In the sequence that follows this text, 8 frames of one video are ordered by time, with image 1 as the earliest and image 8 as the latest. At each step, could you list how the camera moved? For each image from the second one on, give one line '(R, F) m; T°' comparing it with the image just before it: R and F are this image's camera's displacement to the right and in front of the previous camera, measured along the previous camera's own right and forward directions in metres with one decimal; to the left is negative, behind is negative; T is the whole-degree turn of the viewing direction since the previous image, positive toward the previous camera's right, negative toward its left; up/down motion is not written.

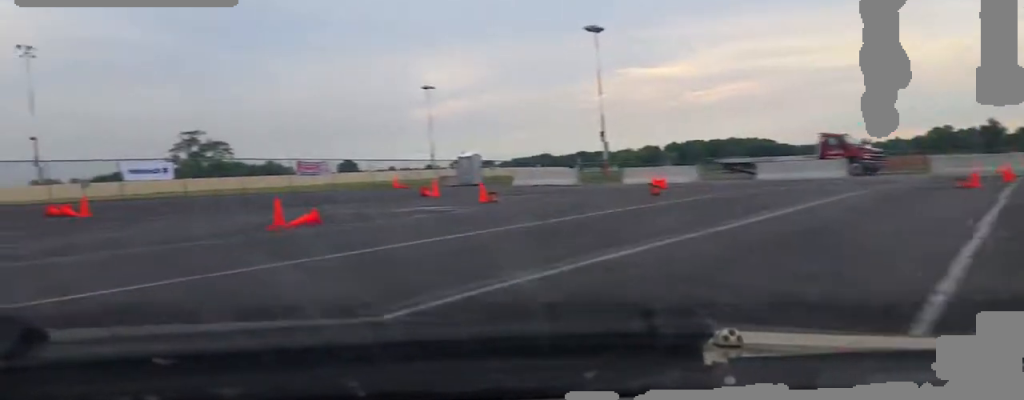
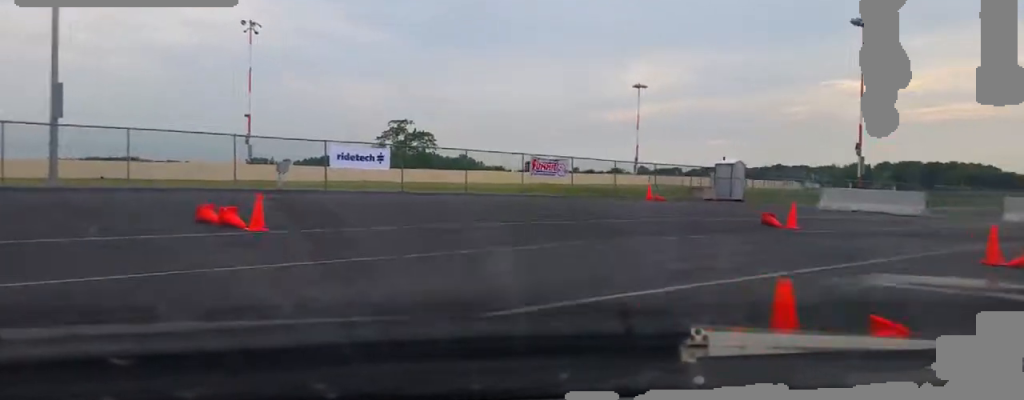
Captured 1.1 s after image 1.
(-2.9, +9.3) m; -25°
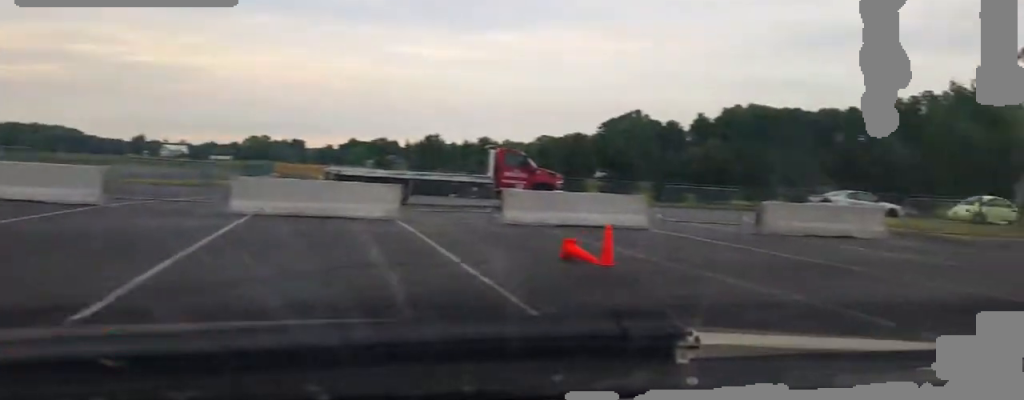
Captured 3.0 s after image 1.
(+2.6, +12.0) m; +60°
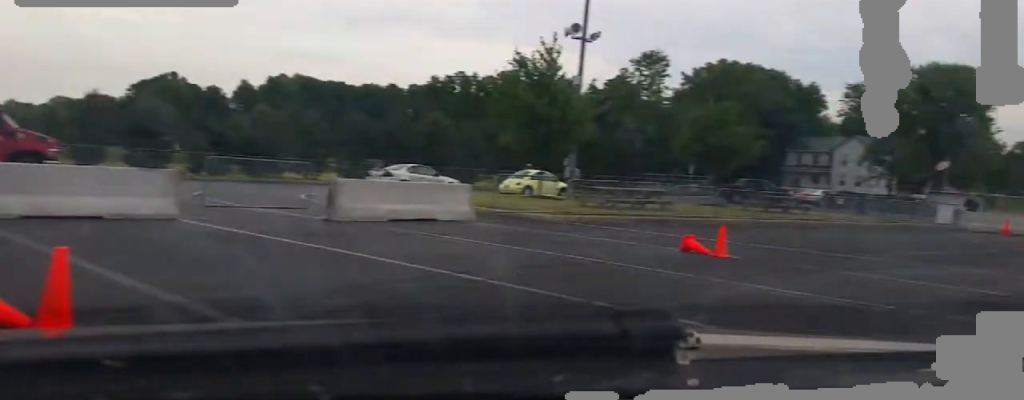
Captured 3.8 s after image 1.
(+2.0, +5.5) m; +38°
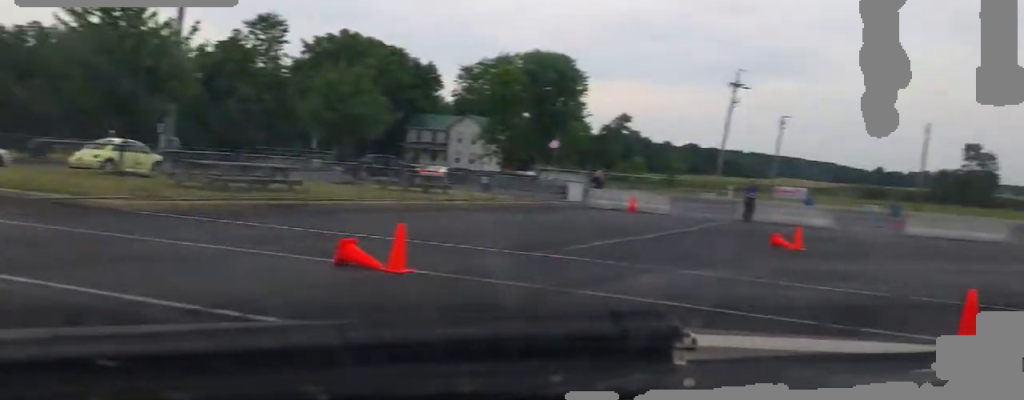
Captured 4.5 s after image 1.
(+1.1, +4.9) m; +24°
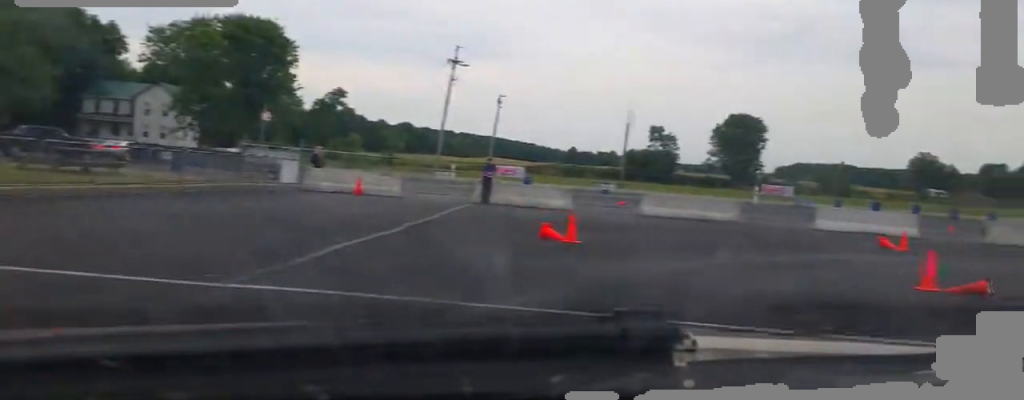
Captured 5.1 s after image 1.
(+1.0, +4.3) m; +20°
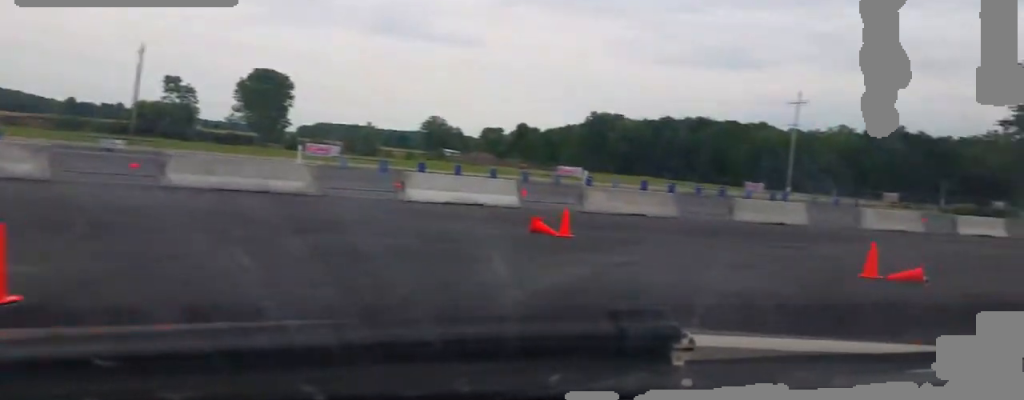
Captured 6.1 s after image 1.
(+2.4, +8.0) m; +32°
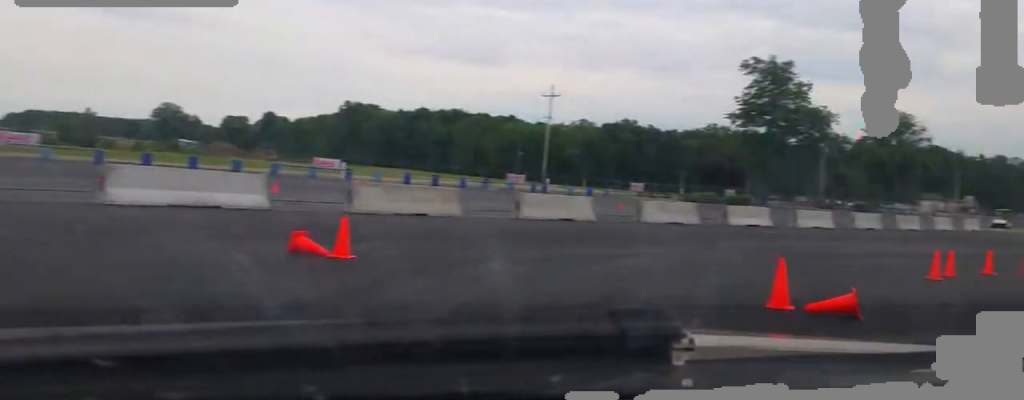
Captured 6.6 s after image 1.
(+0.2, +4.7) m; +16°
